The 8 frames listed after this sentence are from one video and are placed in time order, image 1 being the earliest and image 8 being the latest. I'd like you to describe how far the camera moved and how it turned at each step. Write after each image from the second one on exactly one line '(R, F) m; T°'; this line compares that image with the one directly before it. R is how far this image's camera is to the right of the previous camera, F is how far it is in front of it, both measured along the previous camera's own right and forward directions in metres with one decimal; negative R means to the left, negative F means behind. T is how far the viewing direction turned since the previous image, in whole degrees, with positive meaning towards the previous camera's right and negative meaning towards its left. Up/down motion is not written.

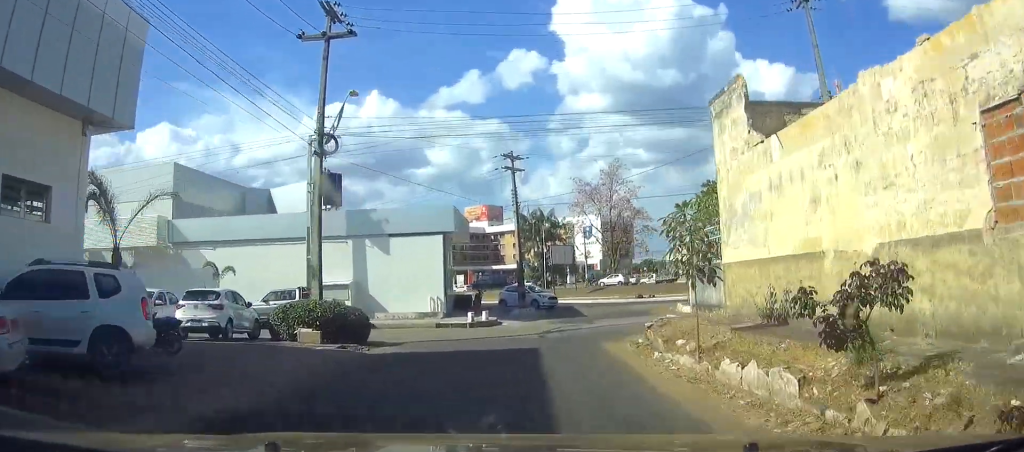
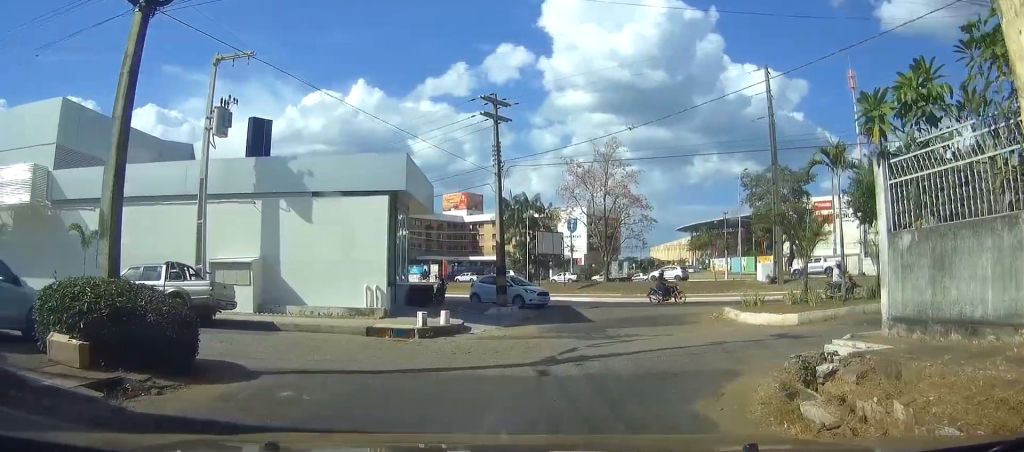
(0.0, +11.3) m; +1°
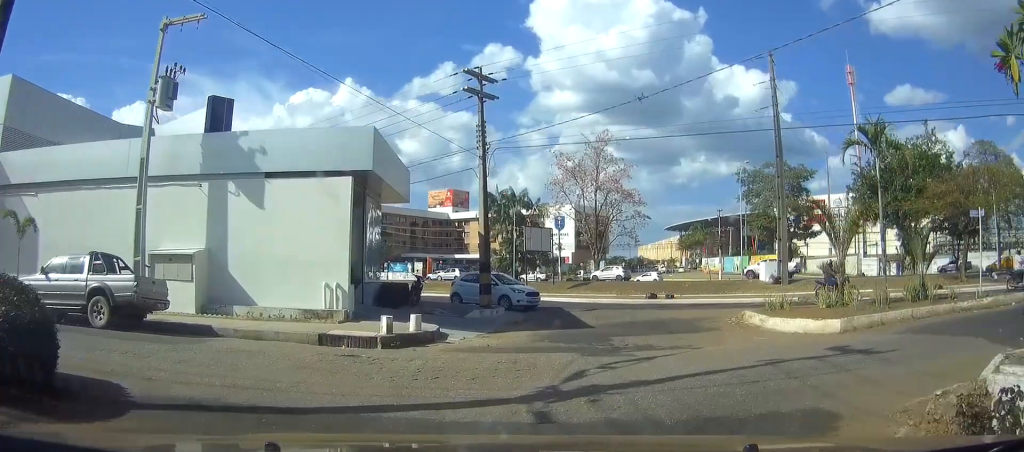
(+0.1, +3.5) m; +3°
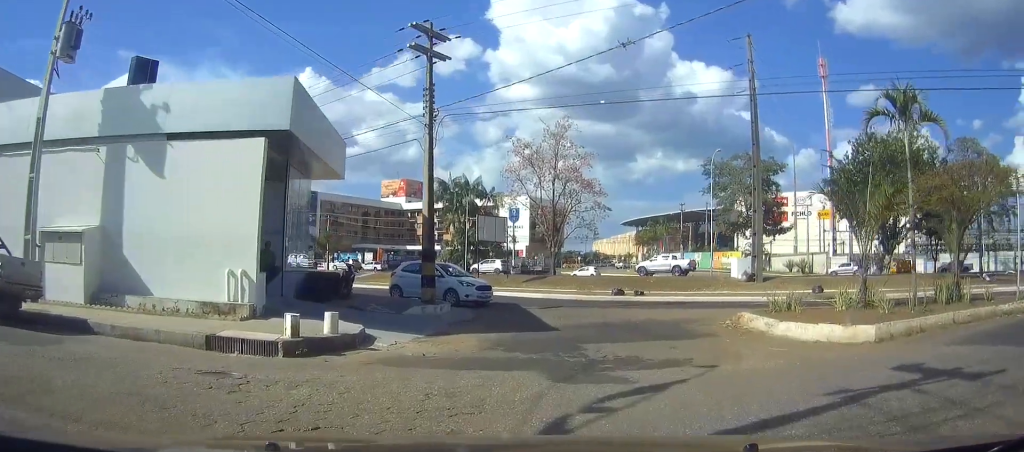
(+0.2, +4.5) m; +6°
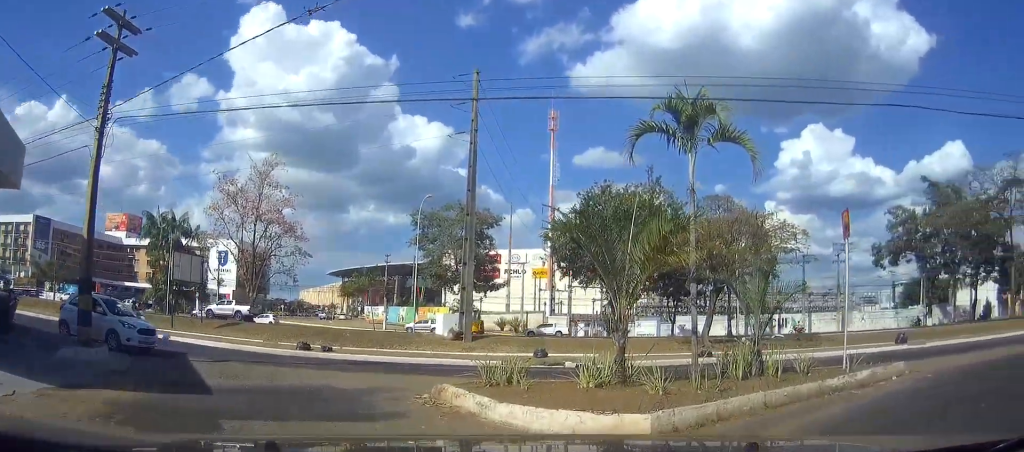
(+0.6, +5.0) m; +21°
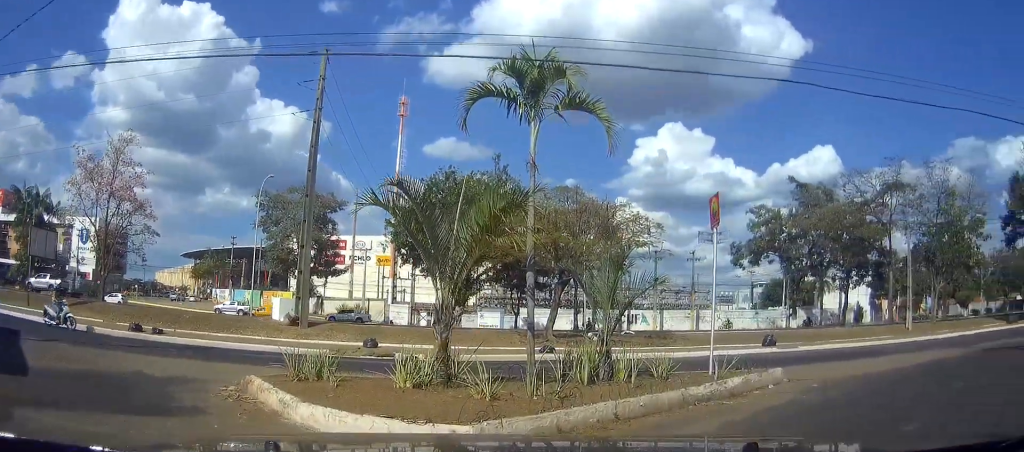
(+0.2, +1.4) m; +13°
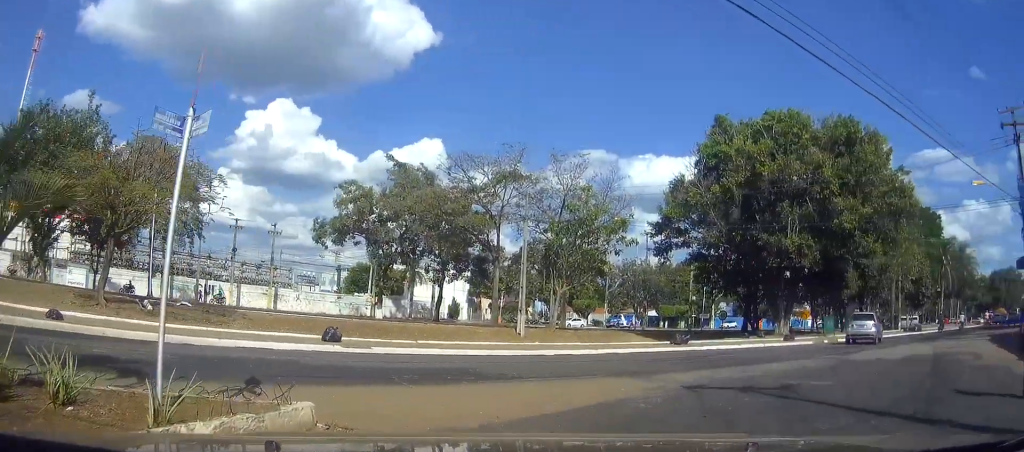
(+1.6, +4.9) m; +32°
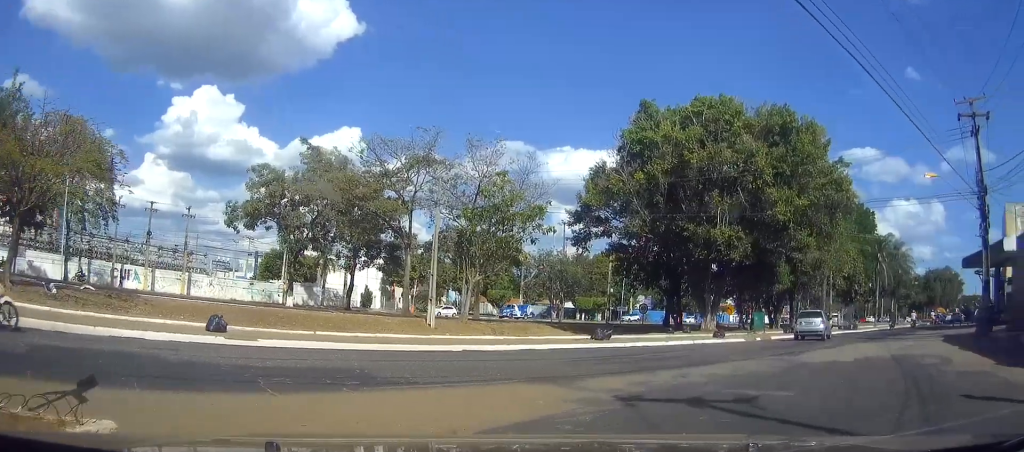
(+0.2, +1.9) m; +6°
